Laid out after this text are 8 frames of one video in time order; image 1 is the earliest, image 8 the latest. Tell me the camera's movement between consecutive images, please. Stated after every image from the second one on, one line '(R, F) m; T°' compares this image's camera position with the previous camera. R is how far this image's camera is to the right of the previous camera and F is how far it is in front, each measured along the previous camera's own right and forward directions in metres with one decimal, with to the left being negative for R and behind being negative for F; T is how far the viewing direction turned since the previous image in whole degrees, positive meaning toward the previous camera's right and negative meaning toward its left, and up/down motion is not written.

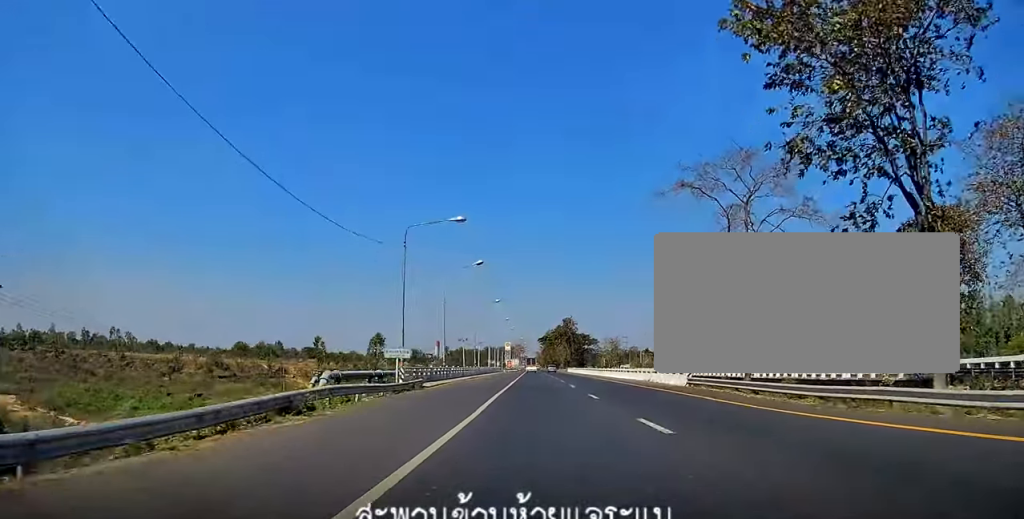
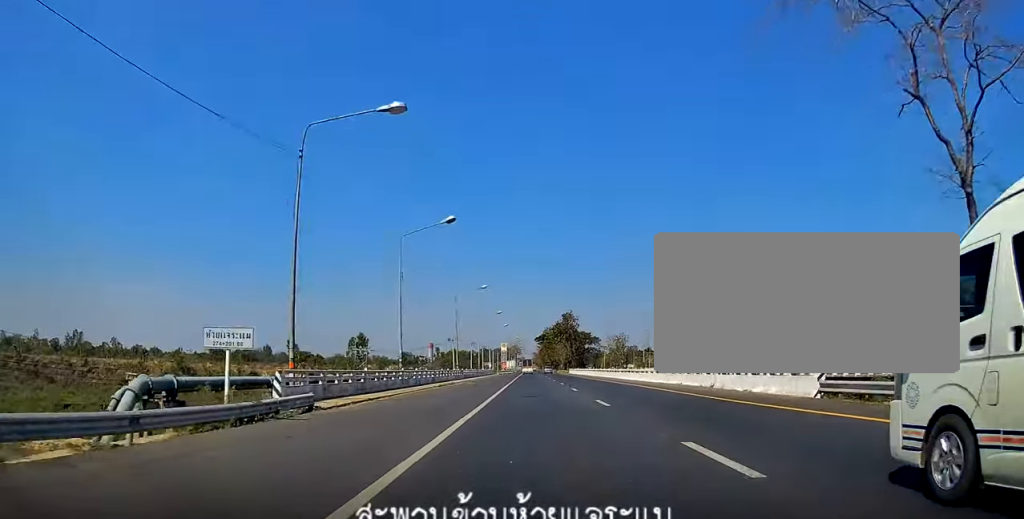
(+0.1, +16.3) m; -1°
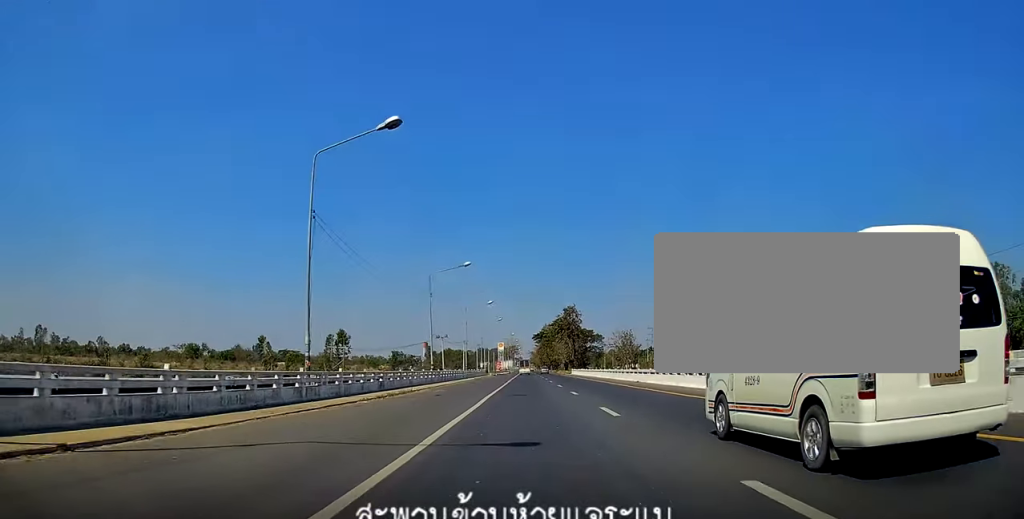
(-0.3, +14.9) m; -1°
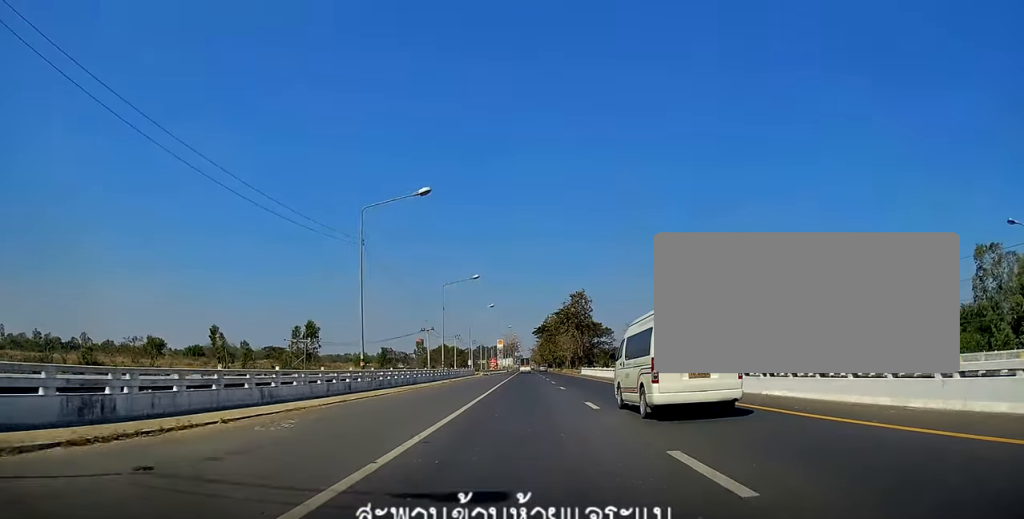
(-0.1, +21.6) m; 0°
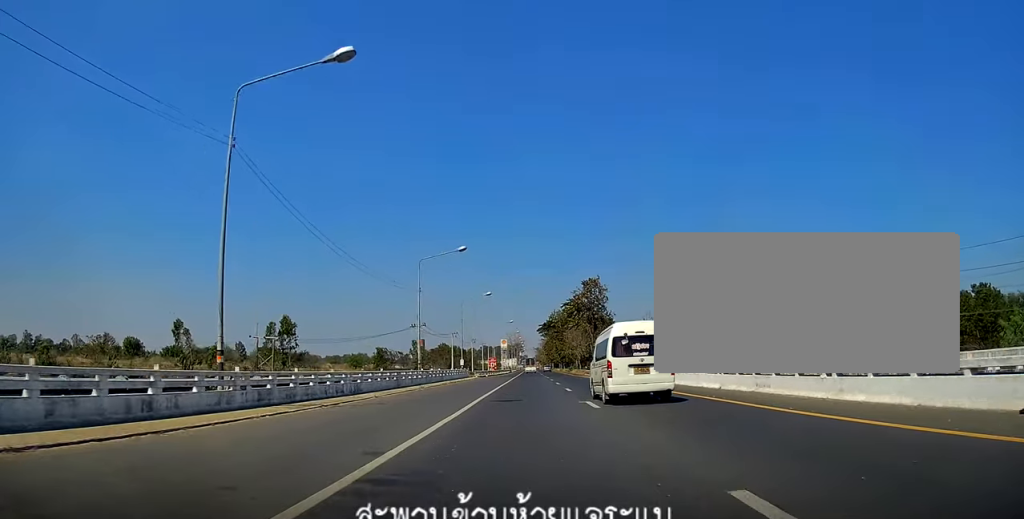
(+0.1, +14.8) m; 0°
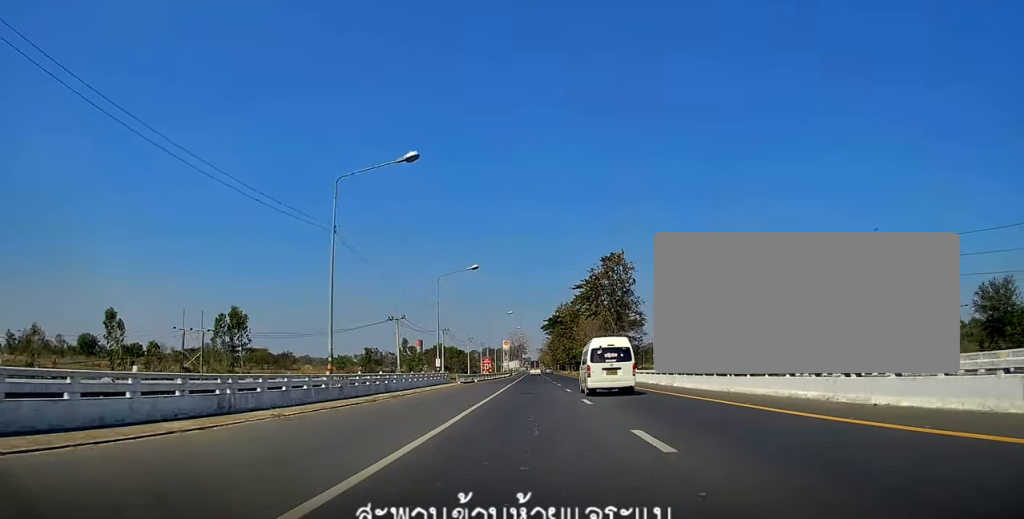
(-0.1, +20.1) m; -1°
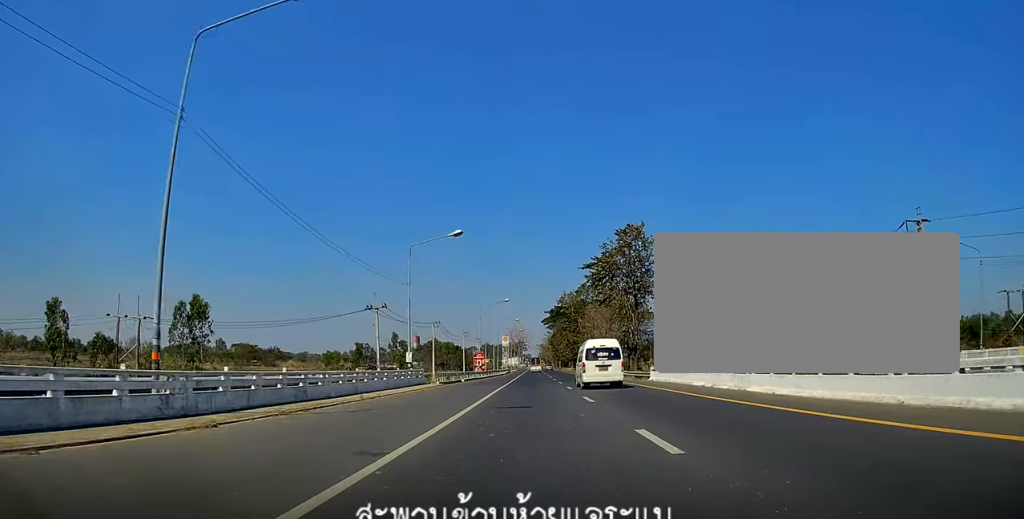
(0.0, +12.2) m; 0°
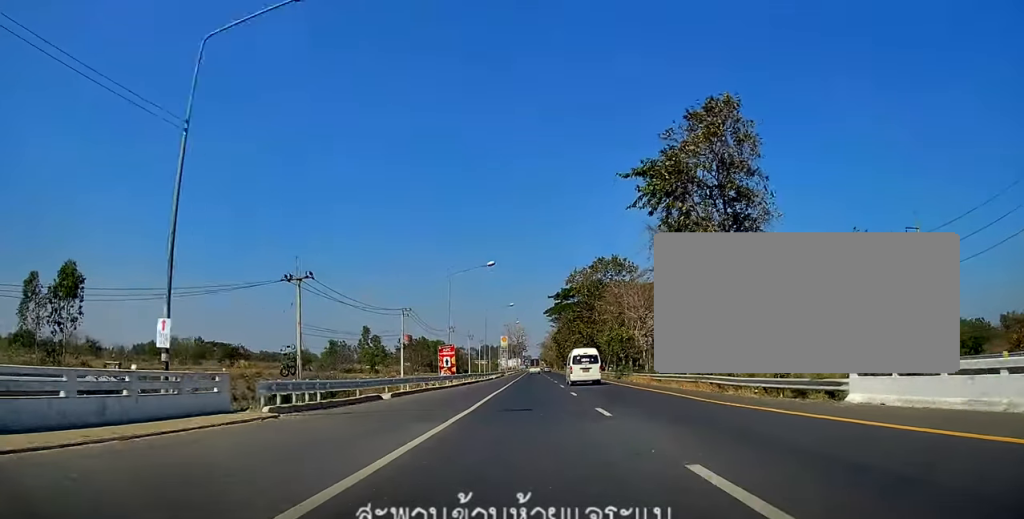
(0.0, +27.5) m; 0°
